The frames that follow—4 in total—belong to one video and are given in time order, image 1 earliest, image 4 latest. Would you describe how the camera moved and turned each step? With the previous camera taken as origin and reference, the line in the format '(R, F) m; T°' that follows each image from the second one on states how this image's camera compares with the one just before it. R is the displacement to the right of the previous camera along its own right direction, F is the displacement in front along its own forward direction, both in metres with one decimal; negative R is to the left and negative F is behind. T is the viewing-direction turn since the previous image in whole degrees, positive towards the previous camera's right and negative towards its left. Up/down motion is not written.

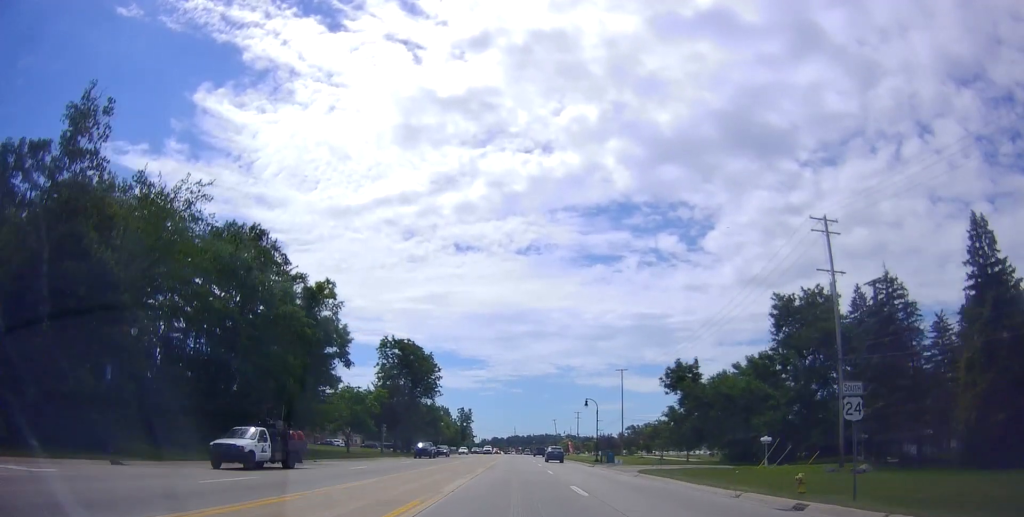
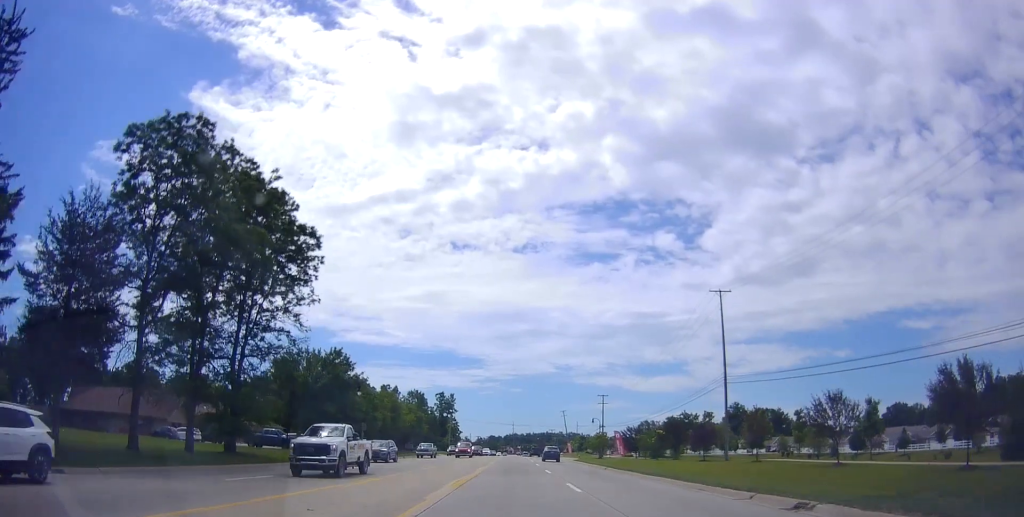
(-0.3, +60.4) m; 0°
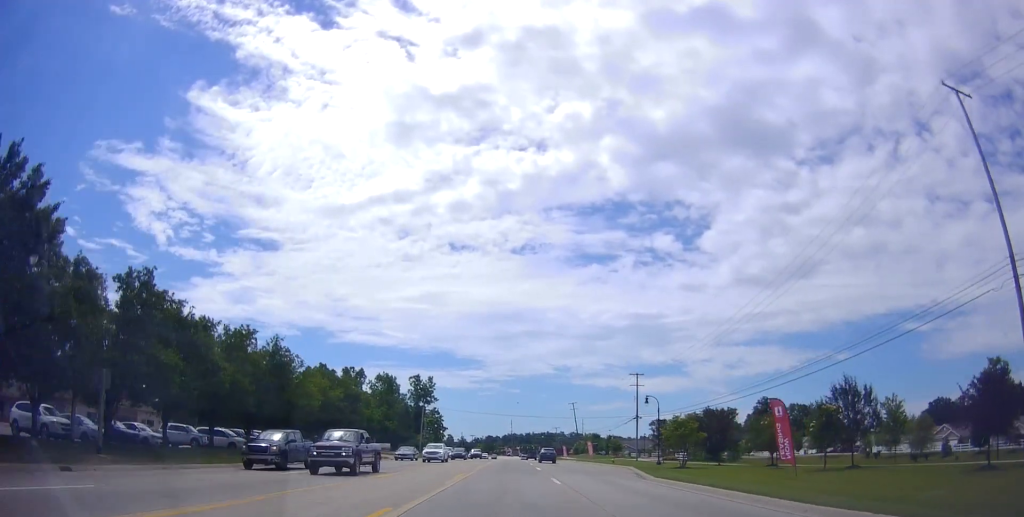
(-0.8, +40.2) m; -2°
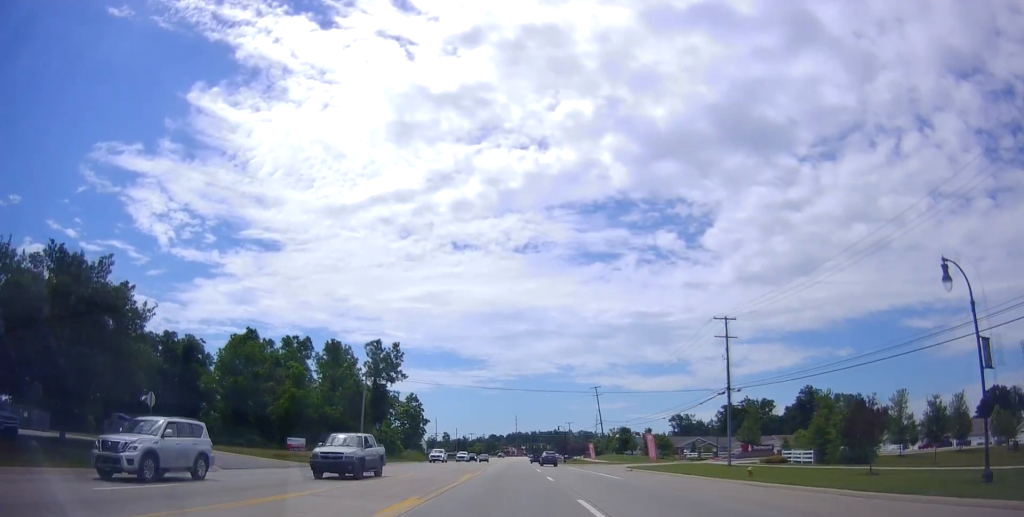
(+0.4, +41.6) m; +1°
